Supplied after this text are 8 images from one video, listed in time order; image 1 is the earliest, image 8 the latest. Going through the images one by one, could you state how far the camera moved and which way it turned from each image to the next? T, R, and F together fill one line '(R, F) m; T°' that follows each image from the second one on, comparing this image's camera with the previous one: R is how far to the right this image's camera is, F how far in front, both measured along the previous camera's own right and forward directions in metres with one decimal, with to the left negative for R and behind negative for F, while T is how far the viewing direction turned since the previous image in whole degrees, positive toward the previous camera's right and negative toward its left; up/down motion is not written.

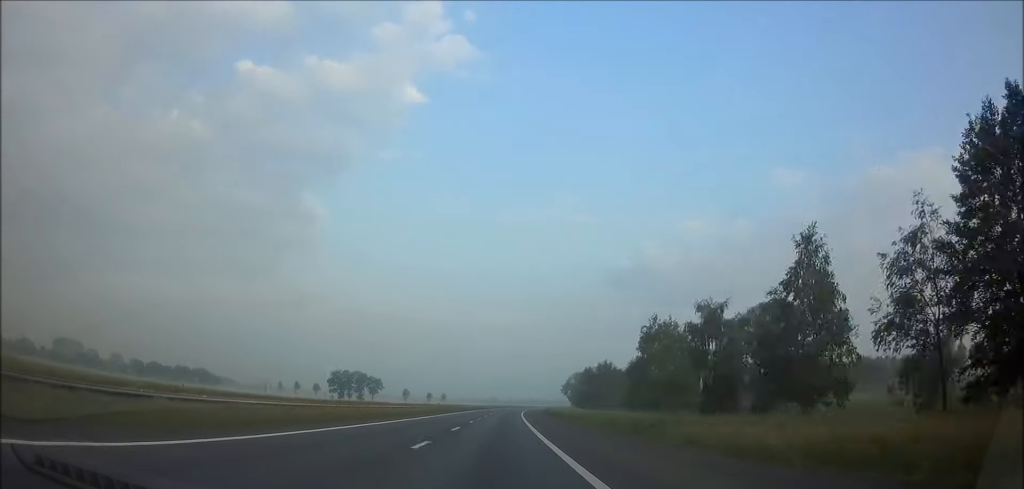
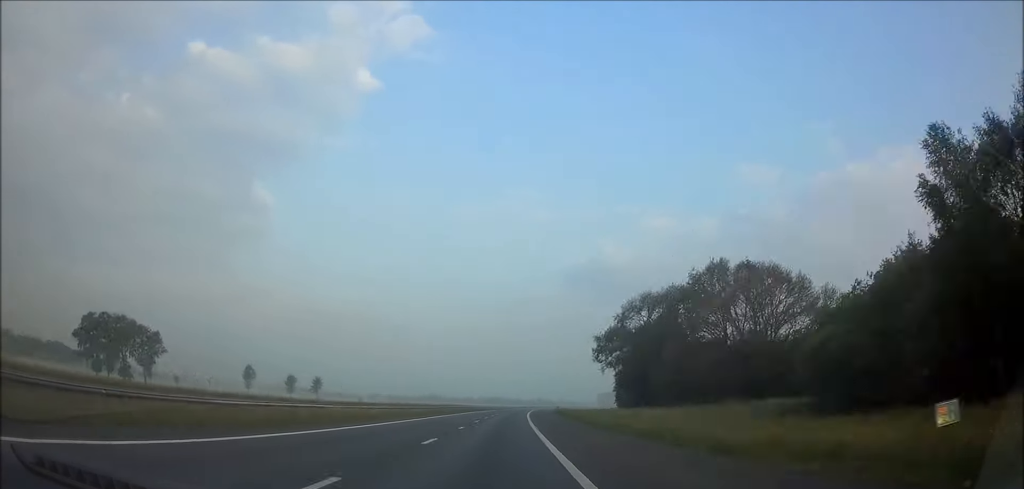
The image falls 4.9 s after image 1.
(+8.3, +171.6) m; +5°
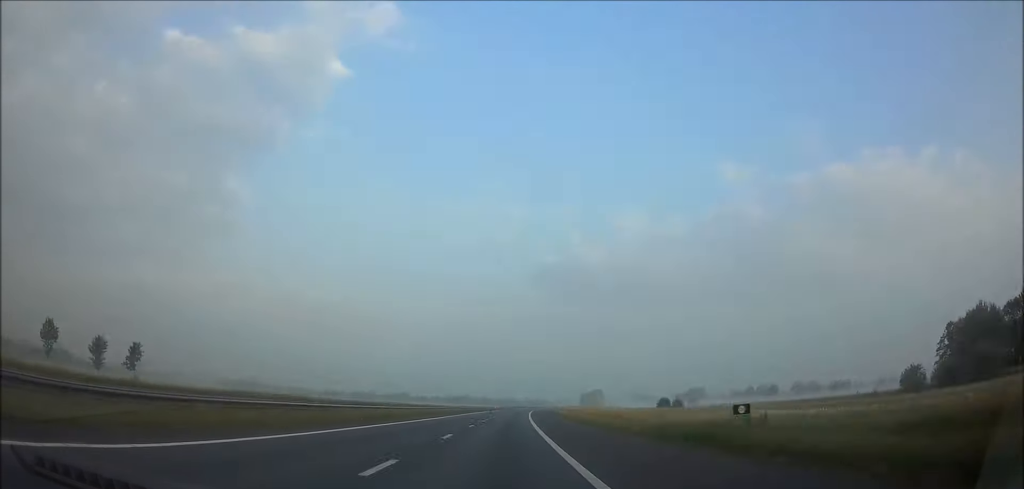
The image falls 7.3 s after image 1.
(+0.1, +128.3) m; +2°
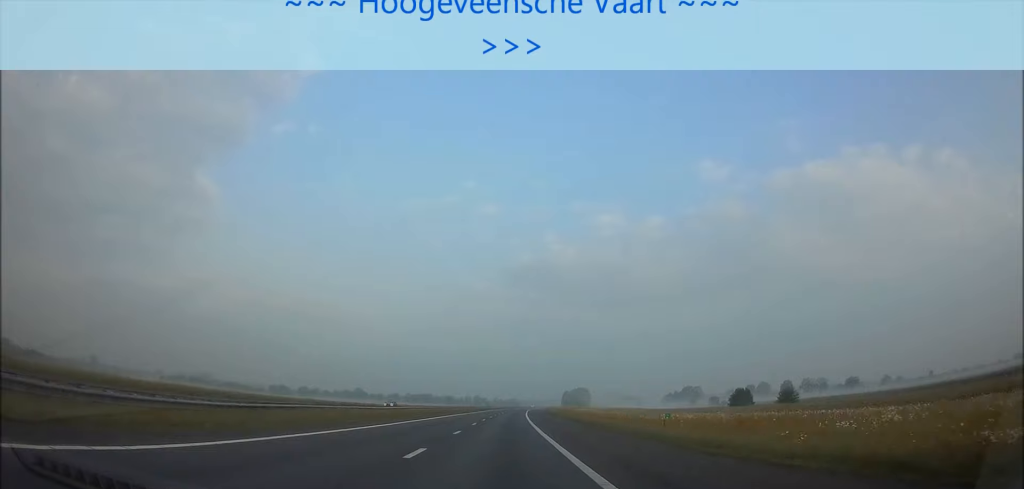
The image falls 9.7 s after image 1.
(+5.0, +104.7) m; +3°
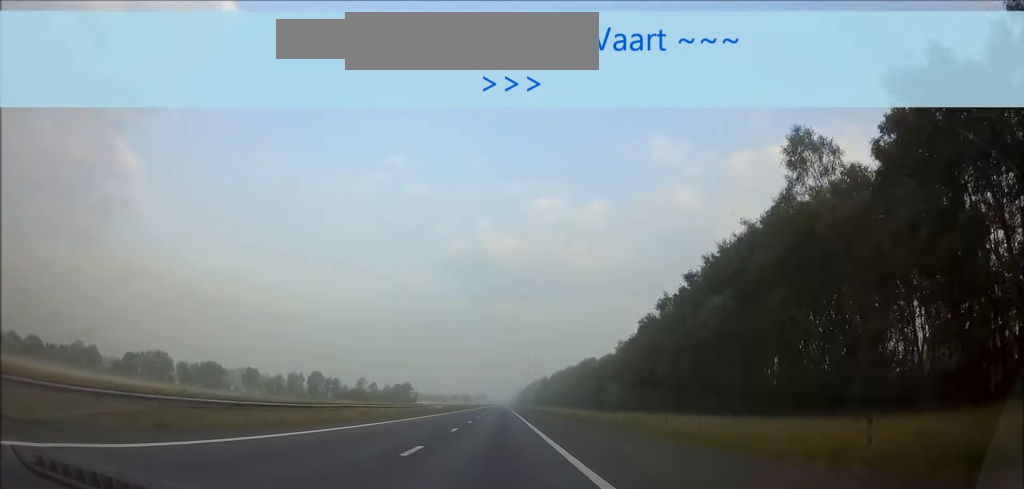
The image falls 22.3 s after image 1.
(+33.4, +474.6) m; +6°
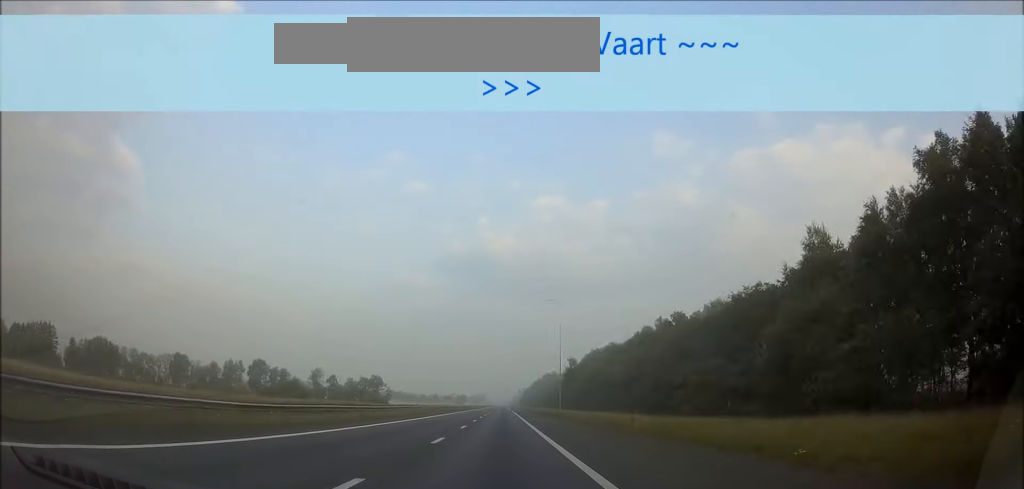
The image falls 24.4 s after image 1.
(+0.1, +69.7) m; 0°
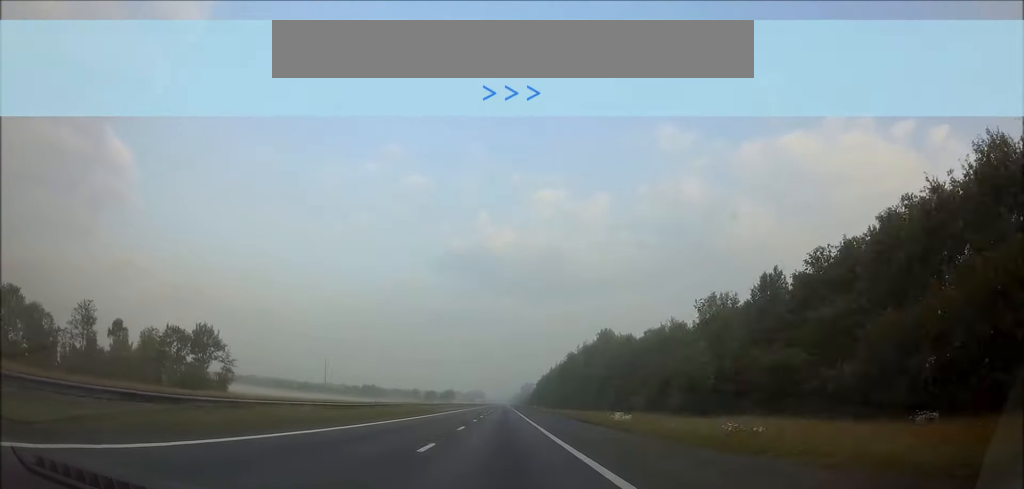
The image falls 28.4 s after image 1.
(+0.1, +136.7) m; 0°
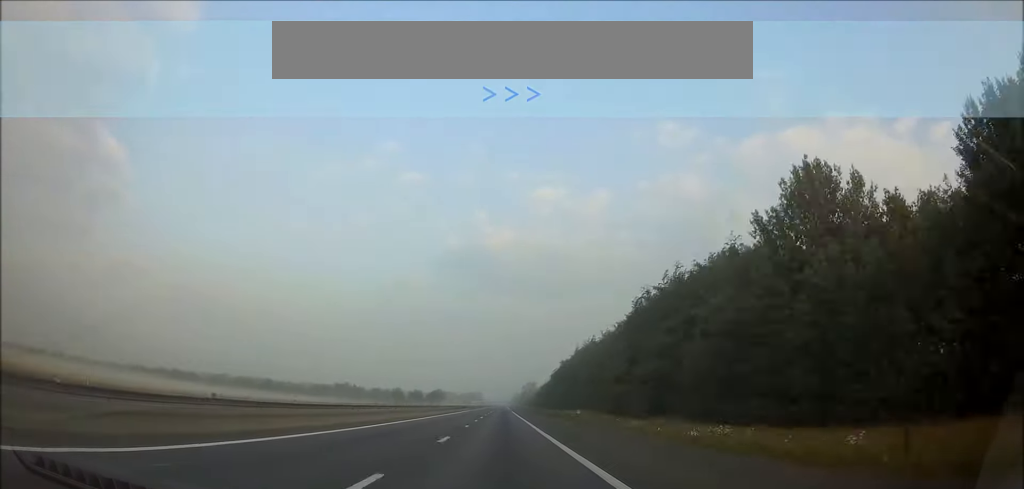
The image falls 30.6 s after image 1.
(+0.1, +99.4) m; 0°
